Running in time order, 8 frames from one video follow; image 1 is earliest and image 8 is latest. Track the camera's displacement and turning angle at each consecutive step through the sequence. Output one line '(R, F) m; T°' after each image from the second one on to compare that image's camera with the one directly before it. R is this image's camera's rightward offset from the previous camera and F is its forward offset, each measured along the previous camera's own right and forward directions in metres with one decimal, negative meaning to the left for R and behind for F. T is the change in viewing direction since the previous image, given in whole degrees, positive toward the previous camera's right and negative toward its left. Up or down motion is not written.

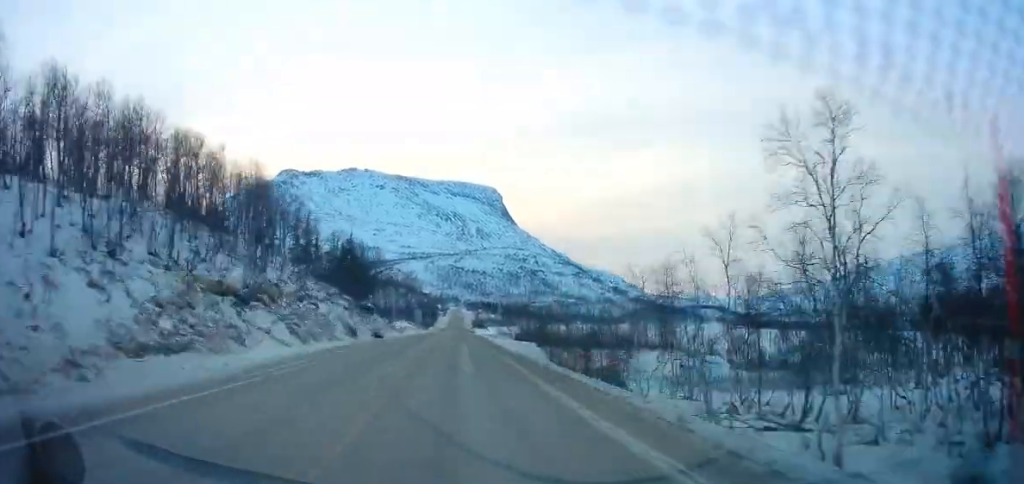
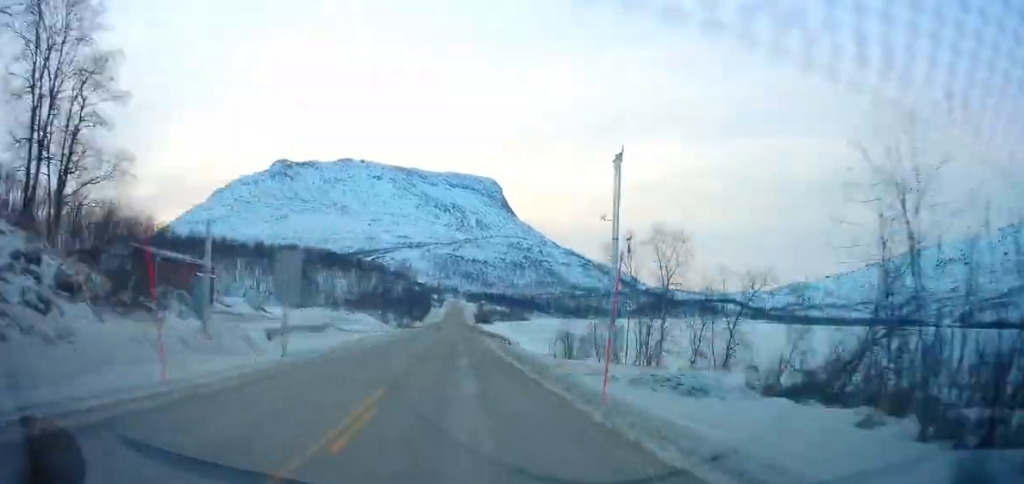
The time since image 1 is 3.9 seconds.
(-0.1, +84.5) m; 0°
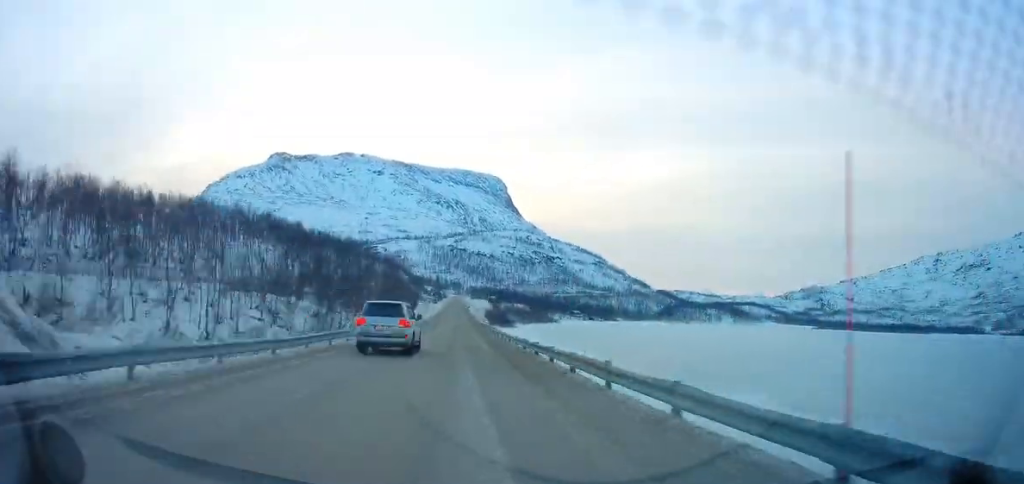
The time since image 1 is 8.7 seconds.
(-0.2, +104.2) m; 0°
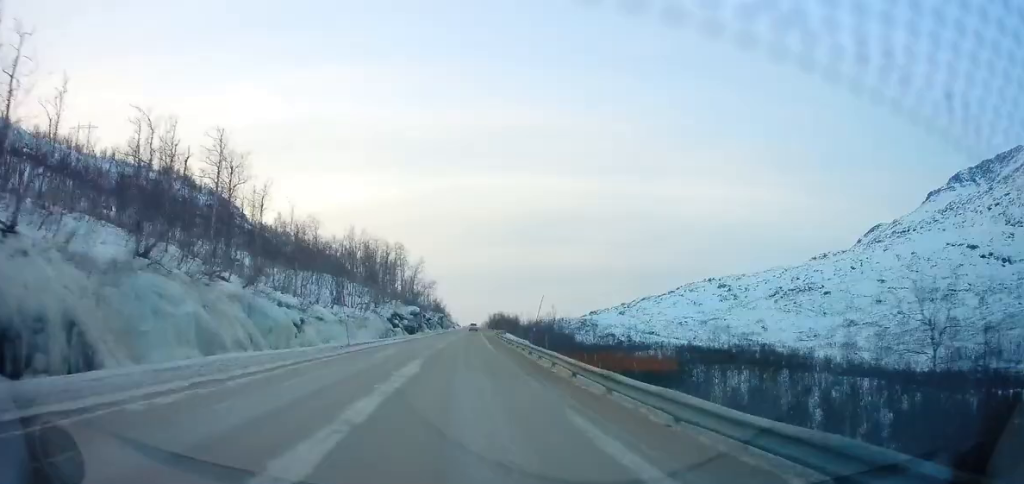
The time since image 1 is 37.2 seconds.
(+119.1, +604.5) m; +31°
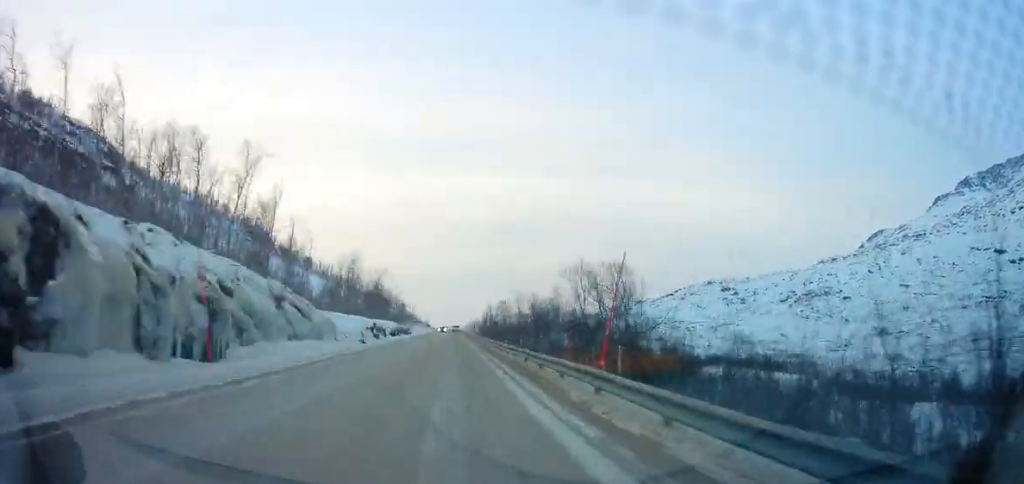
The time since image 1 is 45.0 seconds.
(+7.7, +175.3) m; +2°
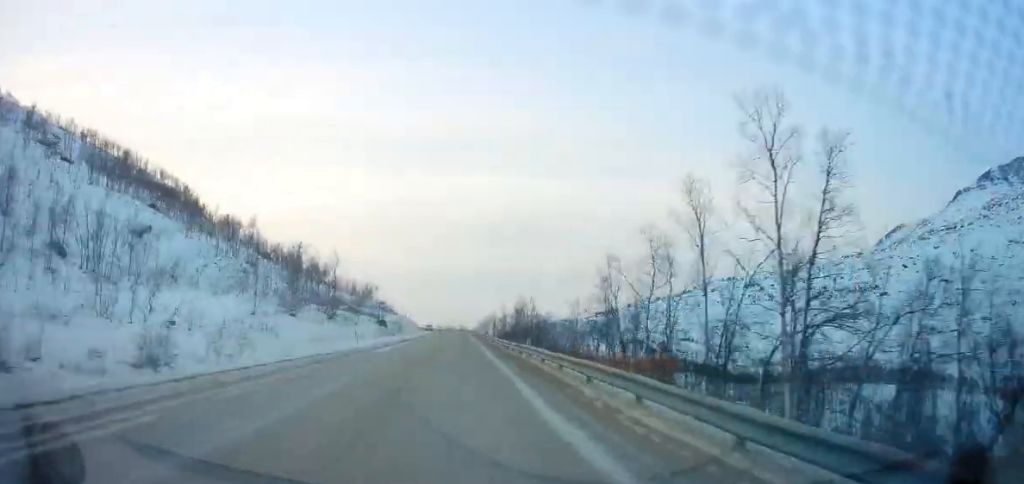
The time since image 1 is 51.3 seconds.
(-0.7, +142.4) m; -4°
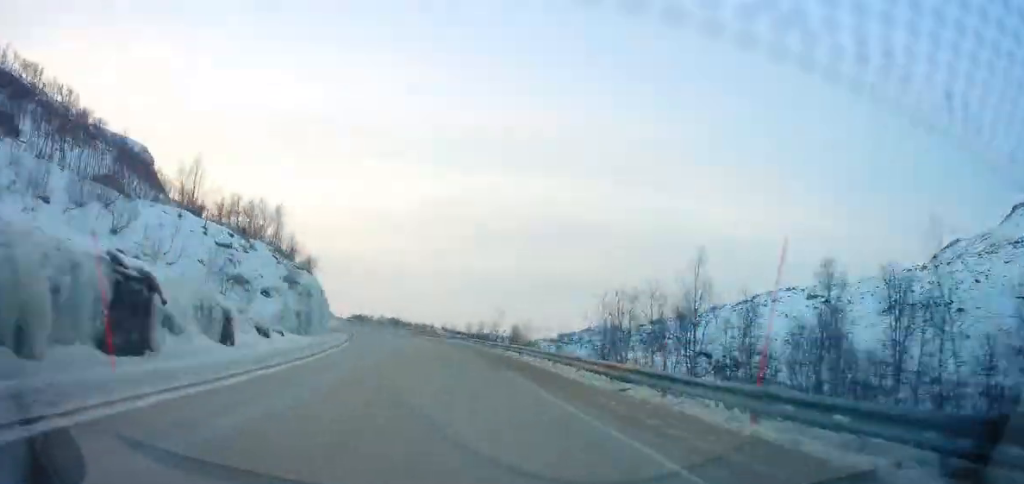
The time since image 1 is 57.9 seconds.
(-3.3, +148.7) m; -6°
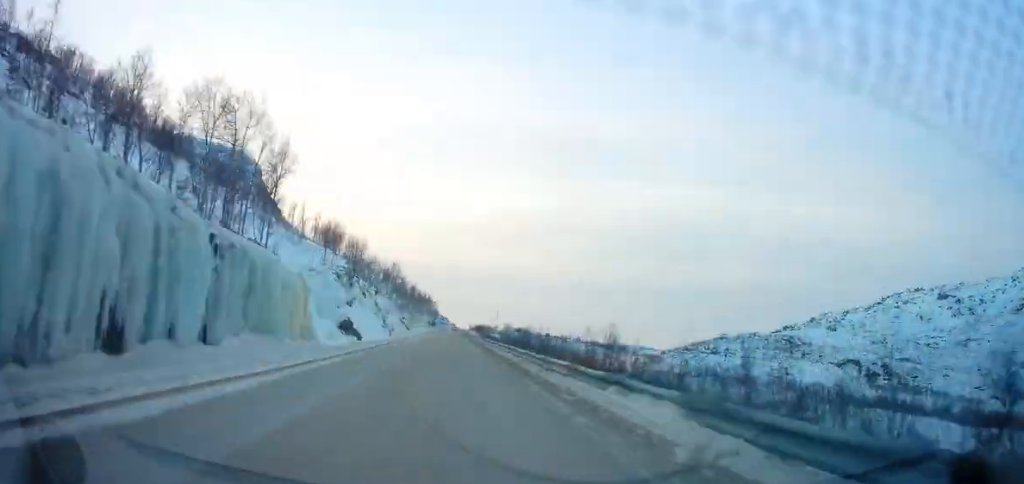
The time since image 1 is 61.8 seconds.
(-8.3, +88.1) m; -3°
